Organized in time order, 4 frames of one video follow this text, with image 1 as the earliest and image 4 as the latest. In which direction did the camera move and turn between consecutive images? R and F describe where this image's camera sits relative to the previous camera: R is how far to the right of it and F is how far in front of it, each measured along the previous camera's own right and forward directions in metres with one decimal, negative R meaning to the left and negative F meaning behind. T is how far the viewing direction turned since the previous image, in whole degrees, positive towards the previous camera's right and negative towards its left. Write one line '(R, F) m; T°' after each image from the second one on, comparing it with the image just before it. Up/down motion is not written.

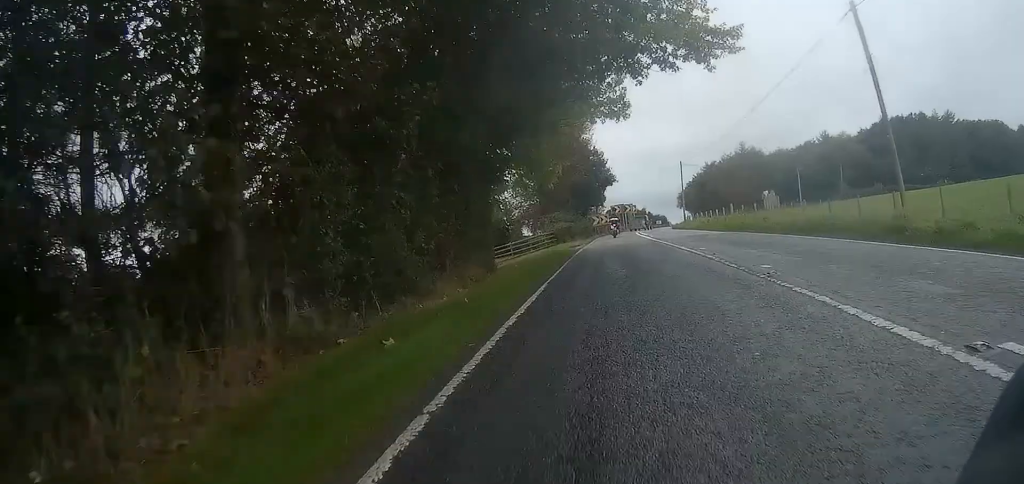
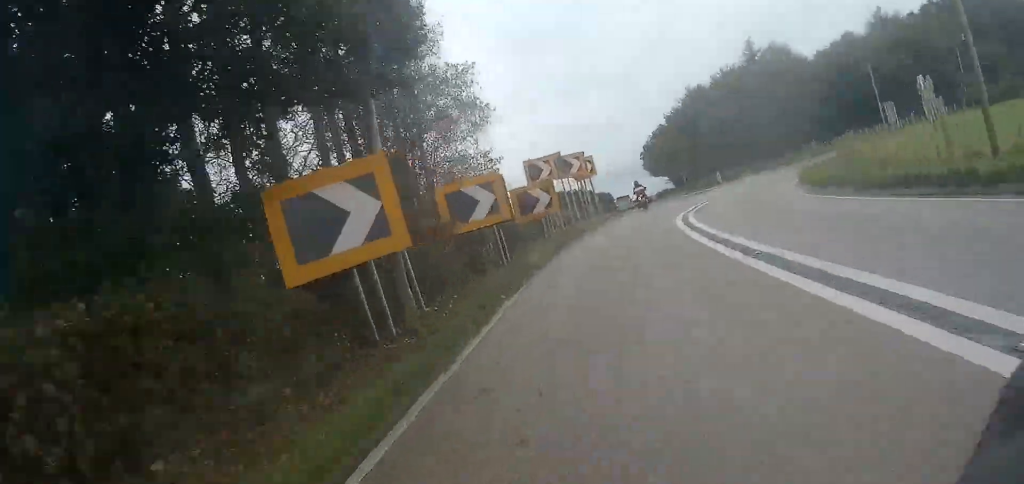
(+0.7, +56.8) m; +3°
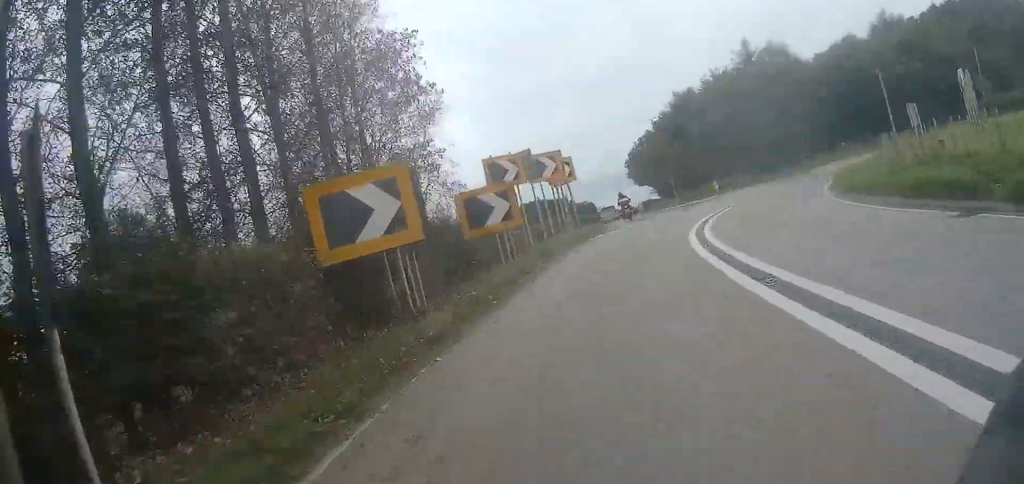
(0.0, +6.1) m; +1°
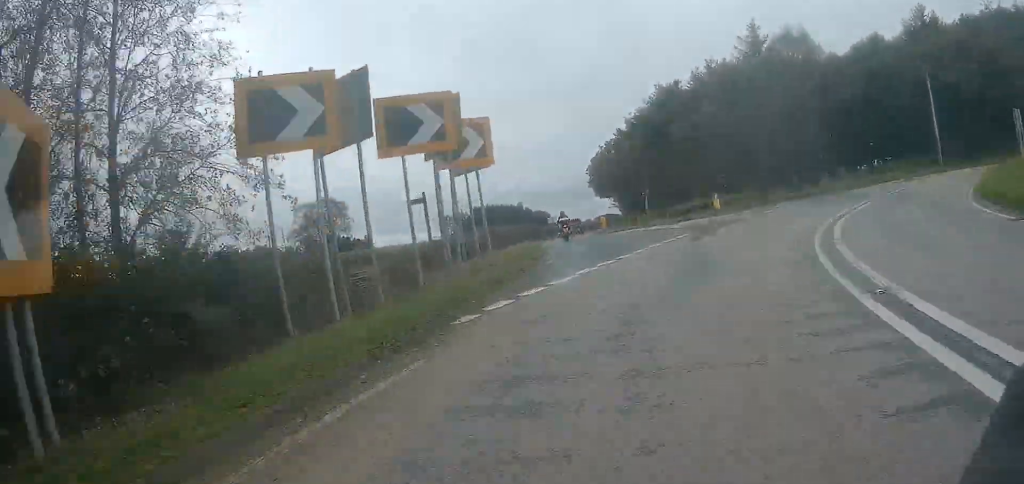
(+0.3, +14.5) m; +3°
